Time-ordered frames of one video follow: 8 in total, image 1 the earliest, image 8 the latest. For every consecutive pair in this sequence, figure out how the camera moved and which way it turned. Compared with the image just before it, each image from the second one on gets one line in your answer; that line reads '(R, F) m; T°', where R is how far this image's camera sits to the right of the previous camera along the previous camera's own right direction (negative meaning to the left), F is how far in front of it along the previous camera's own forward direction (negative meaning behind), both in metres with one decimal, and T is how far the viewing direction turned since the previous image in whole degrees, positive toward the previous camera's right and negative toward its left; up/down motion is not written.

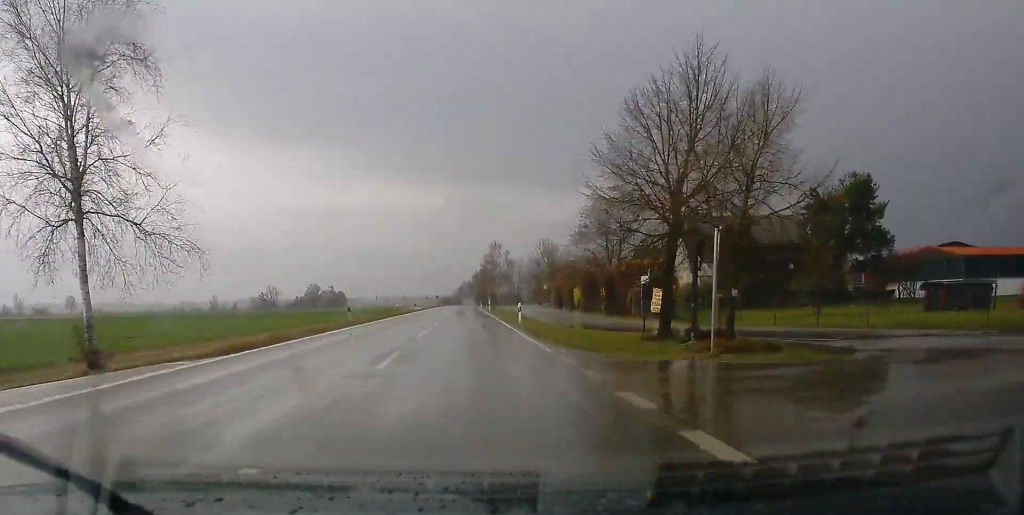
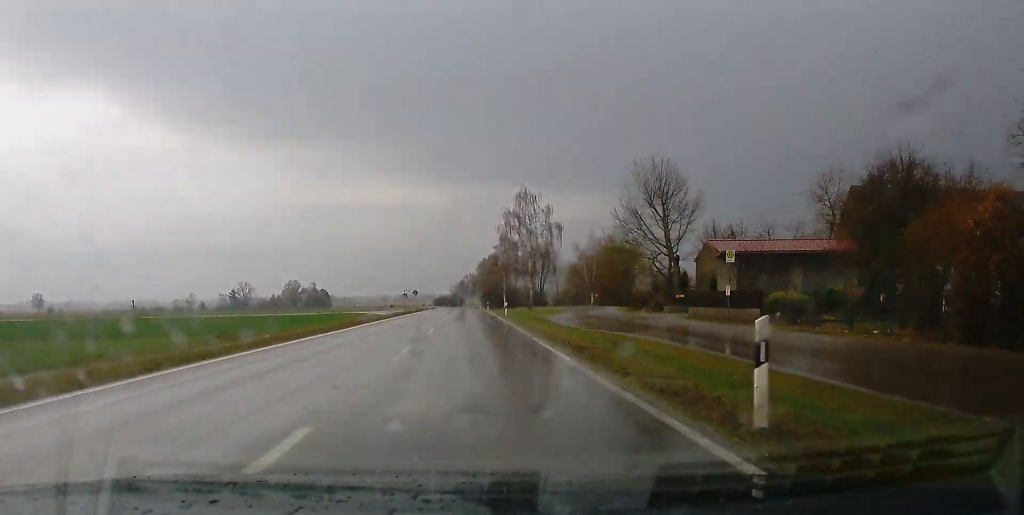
(+0.1, +83.0) m; 0°
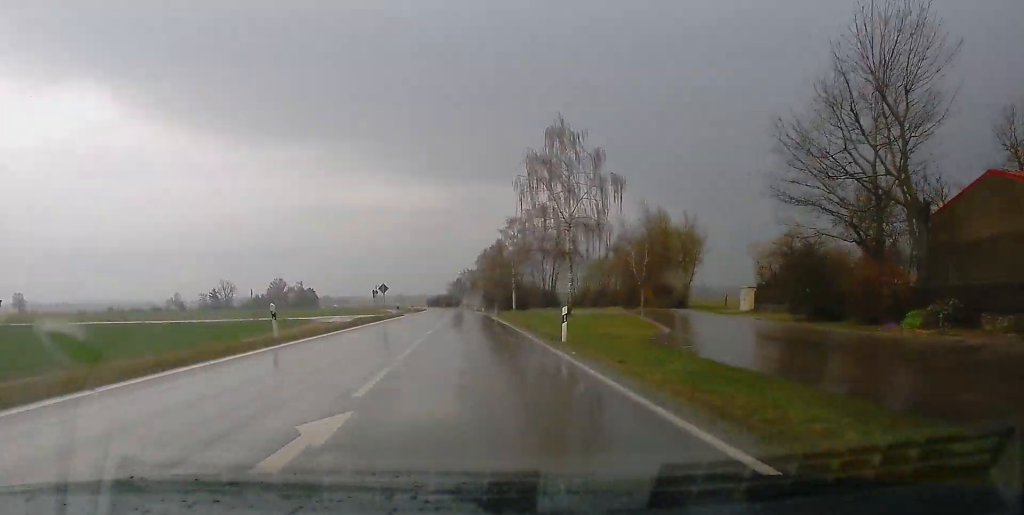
(-0.1, +35.6) m; 0°
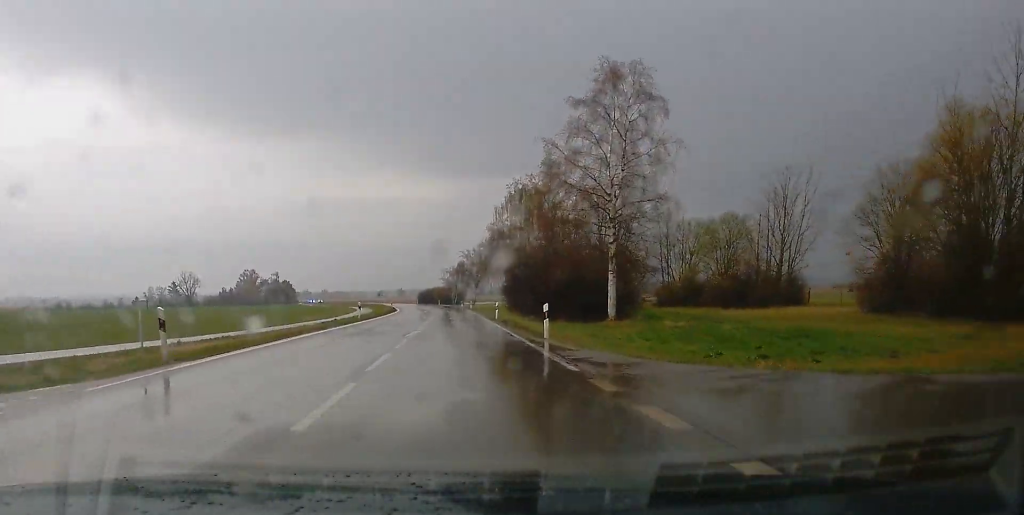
(-0.6, +74.2) m; -1°
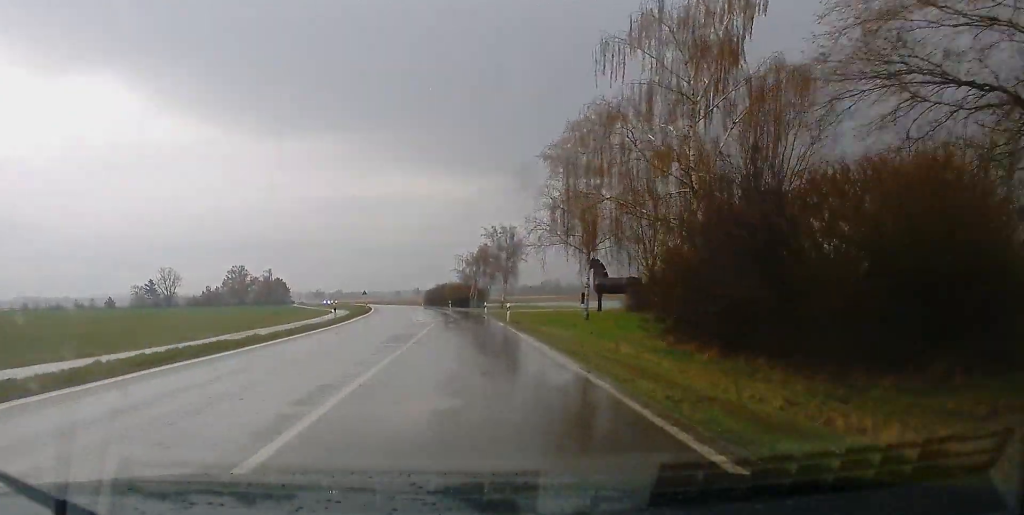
(-0.4, +52.0) m; -1°
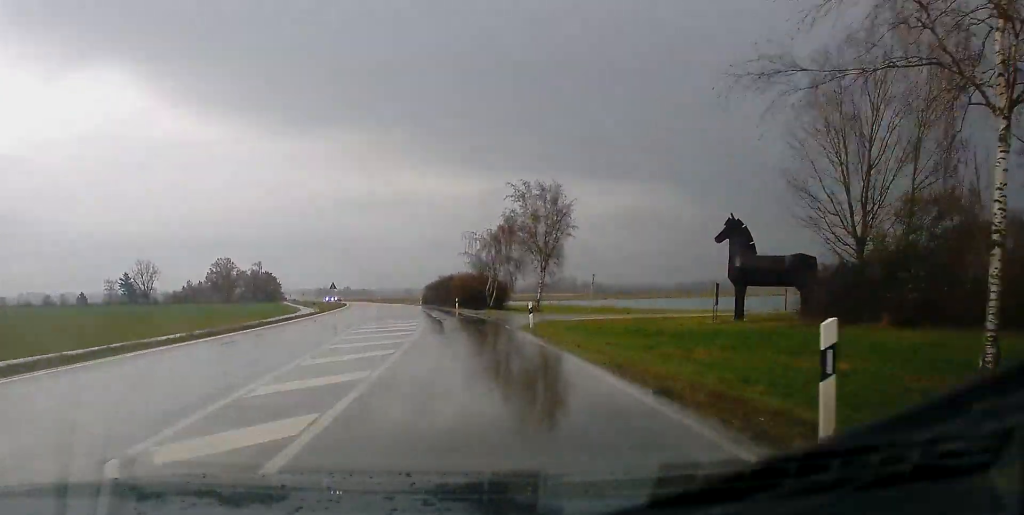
(-0.2, +37.0) m; -2°
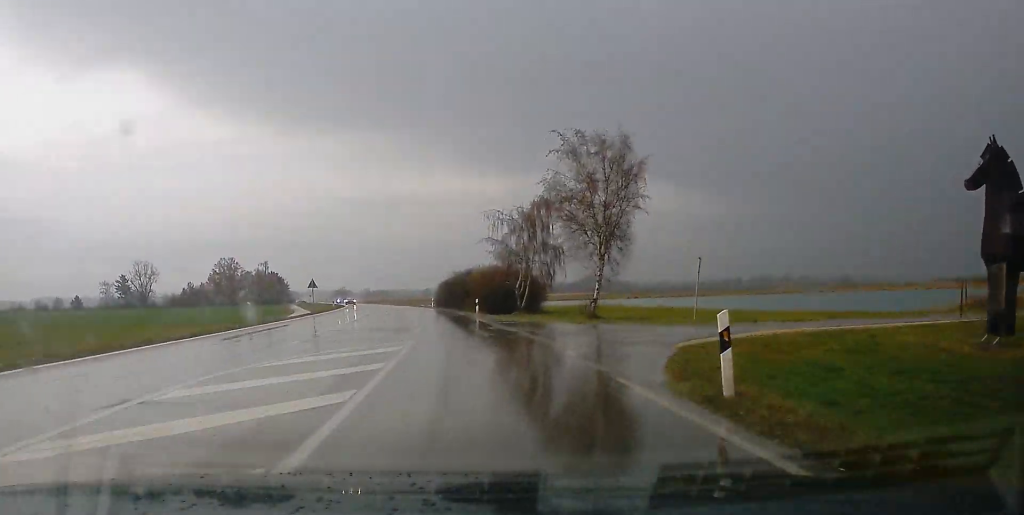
(+0.3, +20.2) m; -2°
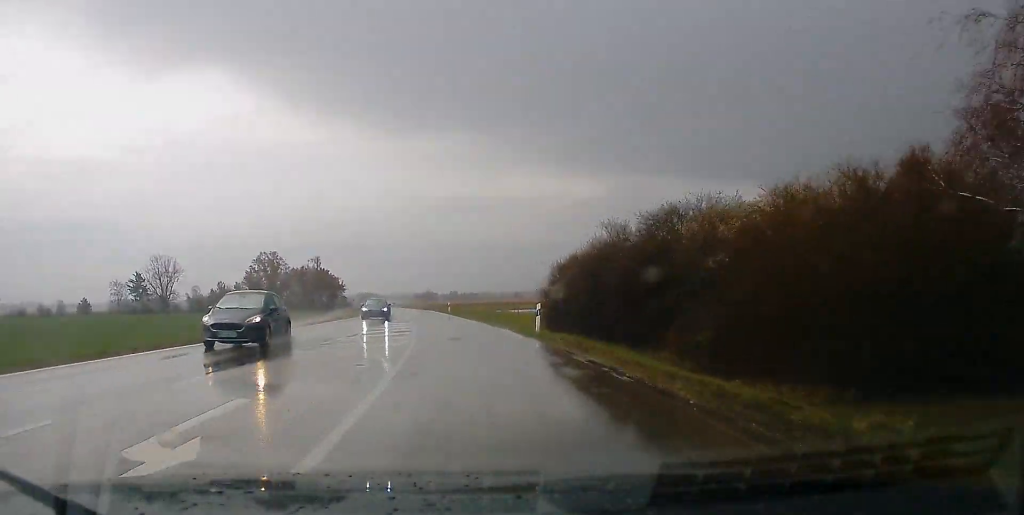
(-2.9, +56.9) m; -6°
